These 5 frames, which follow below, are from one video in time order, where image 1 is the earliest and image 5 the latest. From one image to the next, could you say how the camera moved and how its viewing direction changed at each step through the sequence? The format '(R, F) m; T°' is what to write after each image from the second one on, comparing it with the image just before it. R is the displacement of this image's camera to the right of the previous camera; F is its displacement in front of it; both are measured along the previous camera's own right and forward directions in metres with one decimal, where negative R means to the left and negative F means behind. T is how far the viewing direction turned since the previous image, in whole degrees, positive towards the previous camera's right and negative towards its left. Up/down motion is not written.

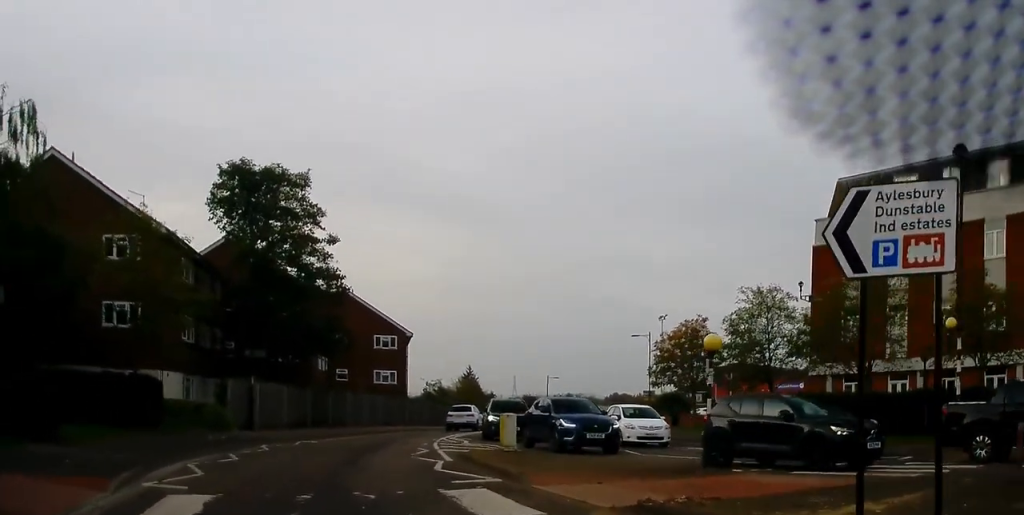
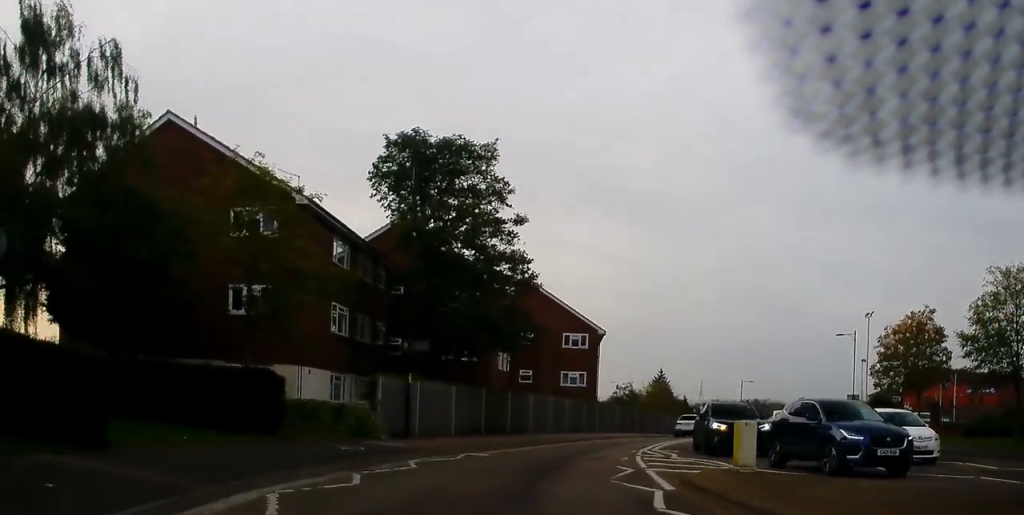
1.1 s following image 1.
(-0.5, +5.2) m; -8°
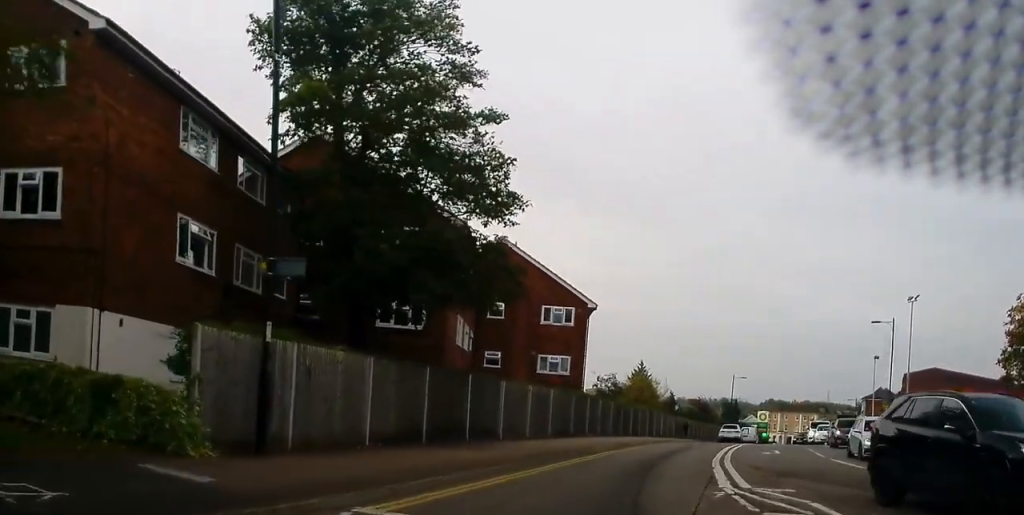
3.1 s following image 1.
(-0.8, +12.3) m; +1°
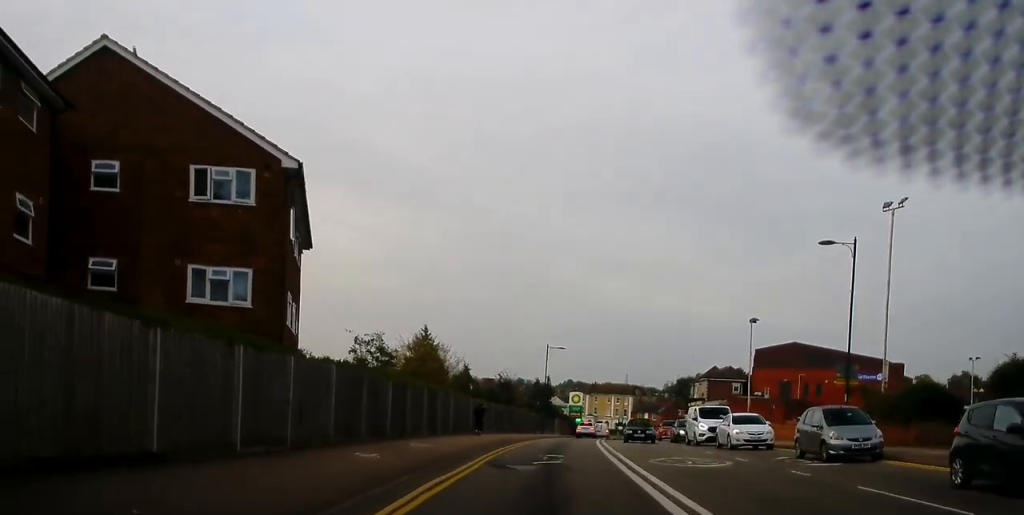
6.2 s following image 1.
(+3.6, +23.4) m; +13°
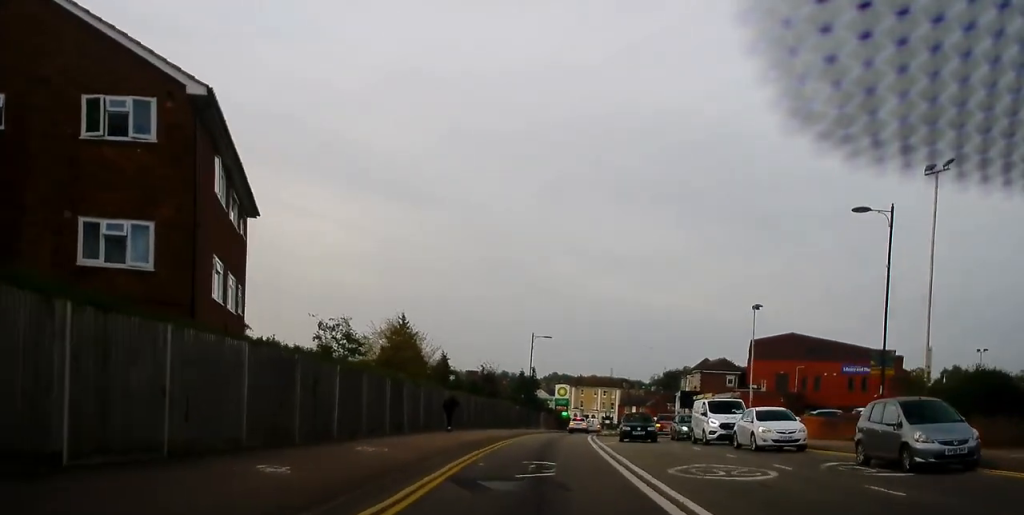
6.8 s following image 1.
(+0.2, +4.8) m; +1°
